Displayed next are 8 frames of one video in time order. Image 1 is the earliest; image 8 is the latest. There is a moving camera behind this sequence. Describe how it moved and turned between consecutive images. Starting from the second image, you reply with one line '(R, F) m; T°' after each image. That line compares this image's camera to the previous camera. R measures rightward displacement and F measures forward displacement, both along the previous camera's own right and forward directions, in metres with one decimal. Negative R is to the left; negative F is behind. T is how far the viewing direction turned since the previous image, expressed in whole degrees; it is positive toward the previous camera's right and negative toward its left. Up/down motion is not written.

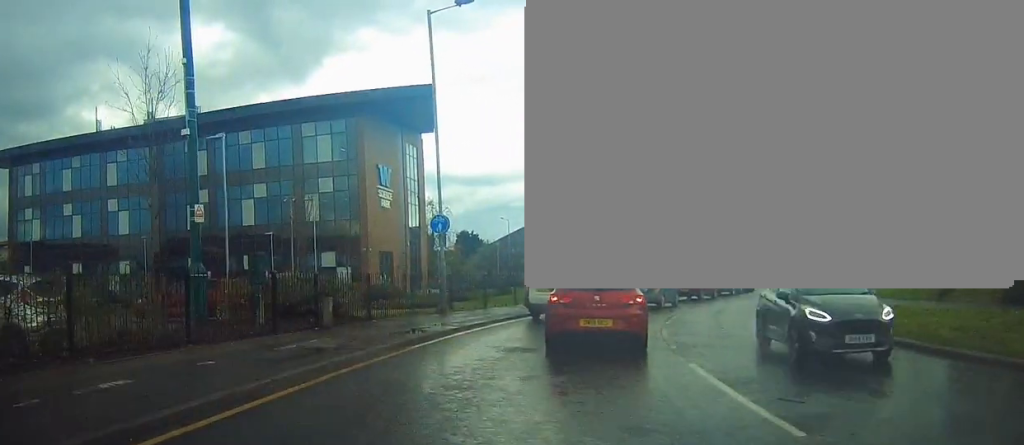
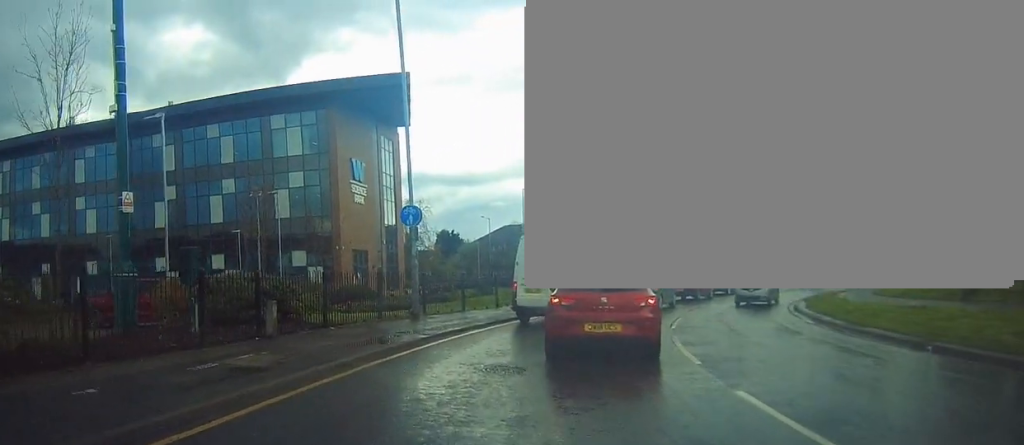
(0.0, +2.8) m; 0°
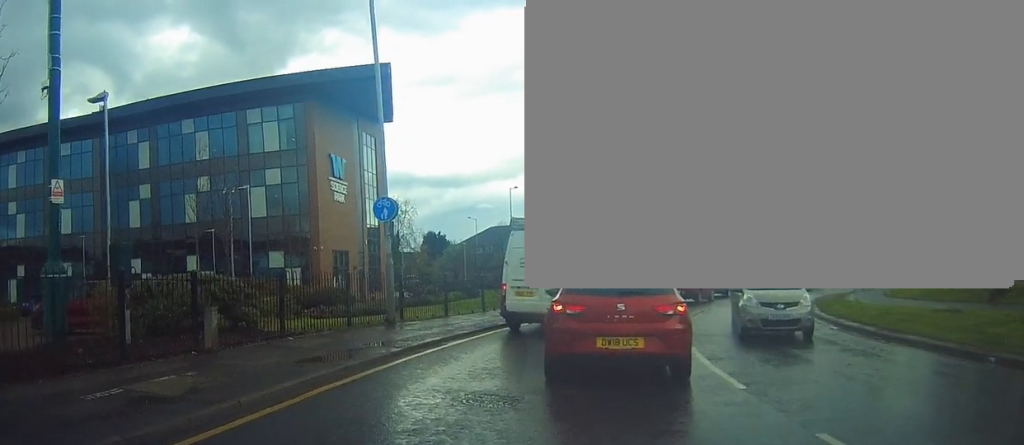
(-0.1, +2.4) m; +2°
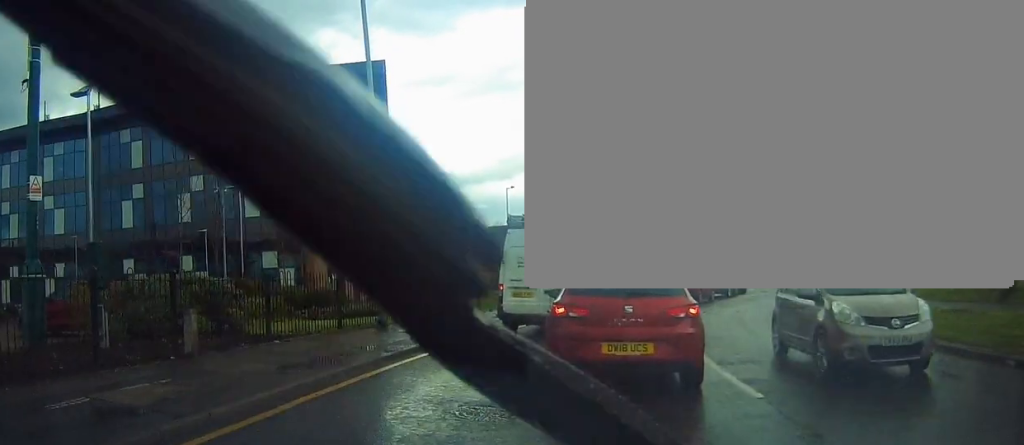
(+0.1, +0.6) m; 0°
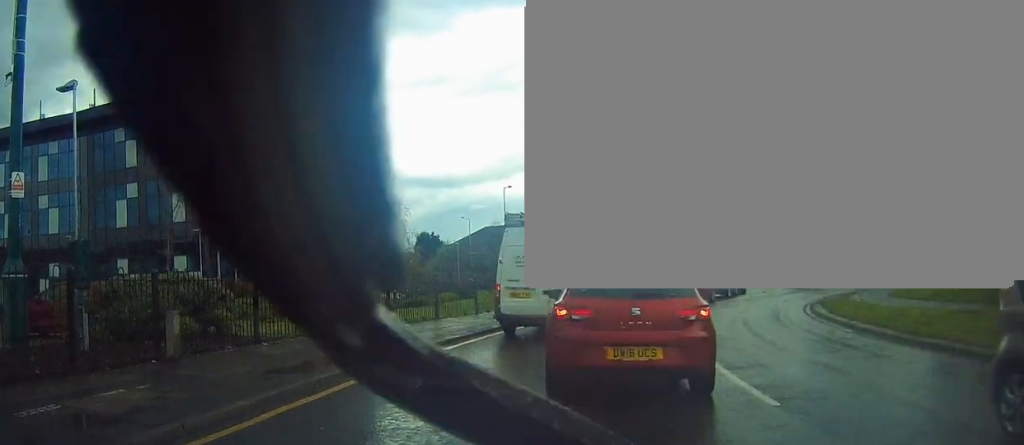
(0.0, +0.6) m; 0°
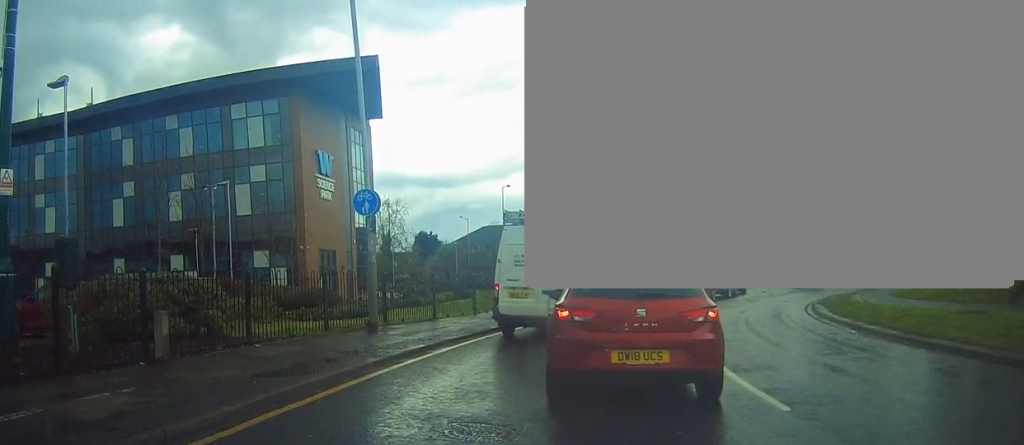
(-0.2, +0.4) m; 0°
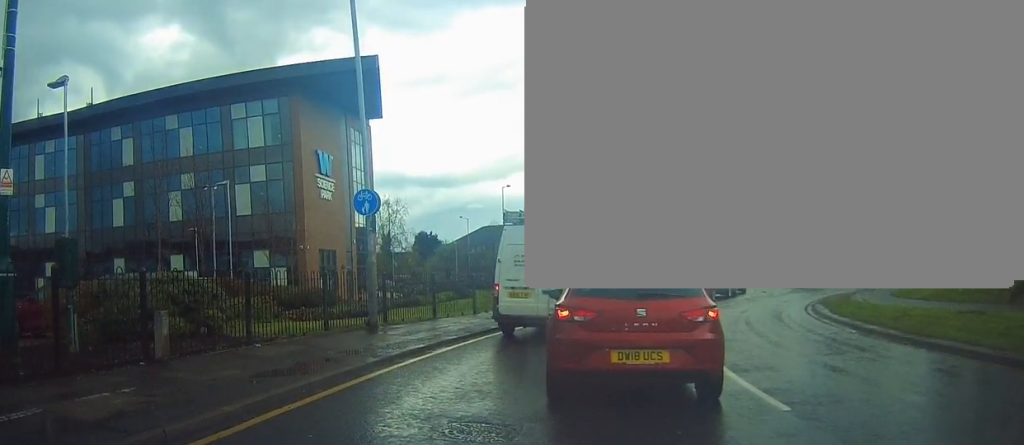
(0.0, 0.0) m; 0°
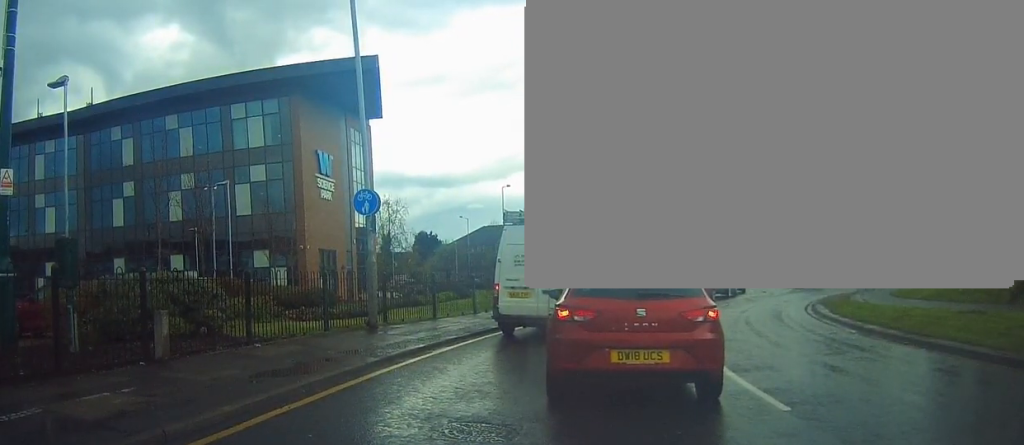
(0.0, 0.0) m; 0°
